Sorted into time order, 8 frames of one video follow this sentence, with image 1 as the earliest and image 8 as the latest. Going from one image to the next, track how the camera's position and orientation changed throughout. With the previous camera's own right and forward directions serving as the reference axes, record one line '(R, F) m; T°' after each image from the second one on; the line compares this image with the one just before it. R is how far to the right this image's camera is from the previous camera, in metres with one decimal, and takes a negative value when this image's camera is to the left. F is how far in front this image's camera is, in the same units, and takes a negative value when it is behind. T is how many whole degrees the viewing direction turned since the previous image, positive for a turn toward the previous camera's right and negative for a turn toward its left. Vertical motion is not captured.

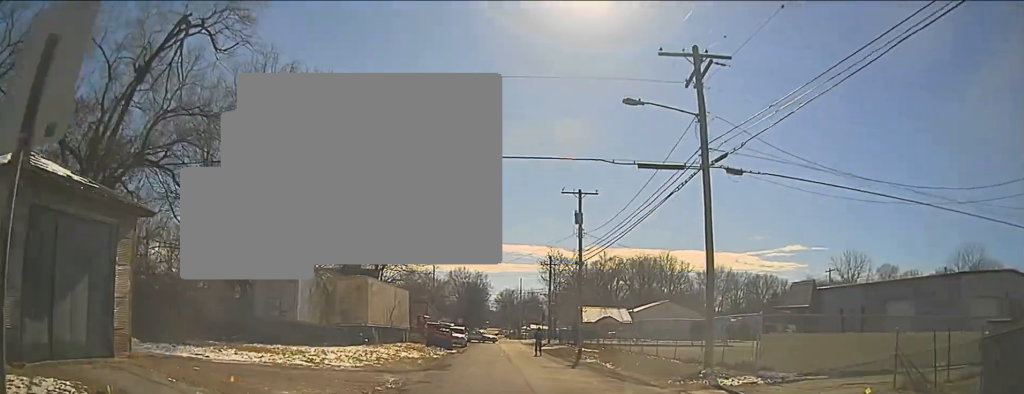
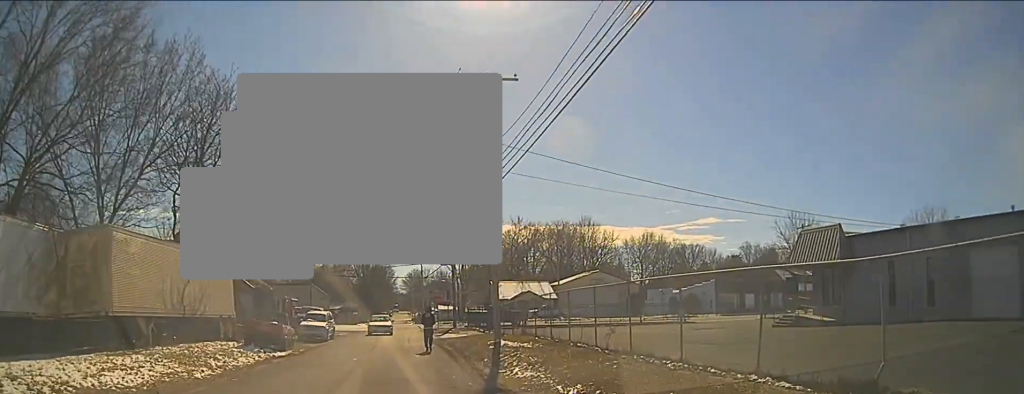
(+1.0, +16.7) m; +6°
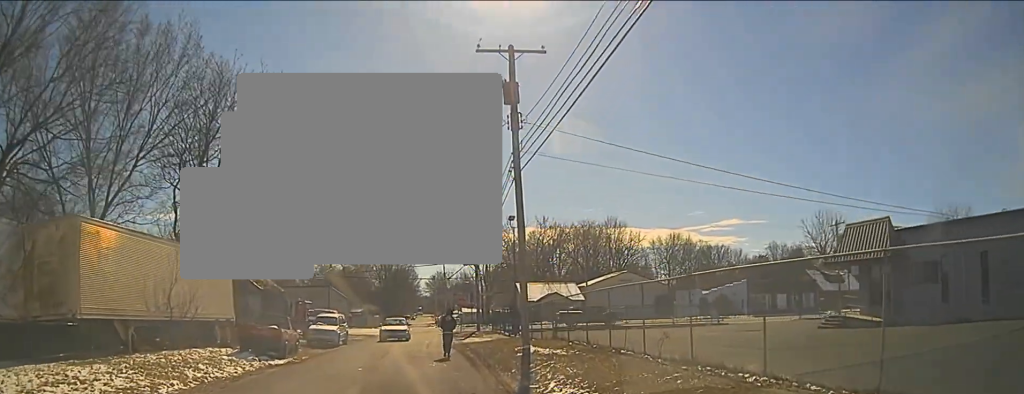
(+0.2, +3.5) m; +2°
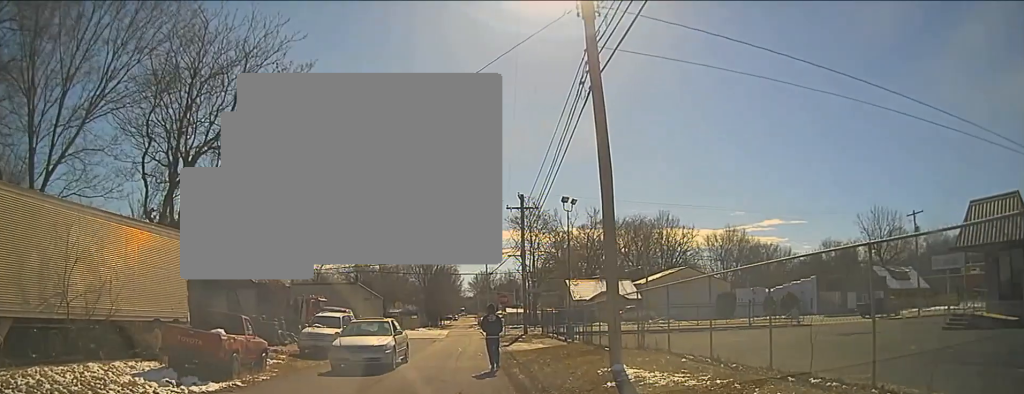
(+0.4, +11.1) m; +3°
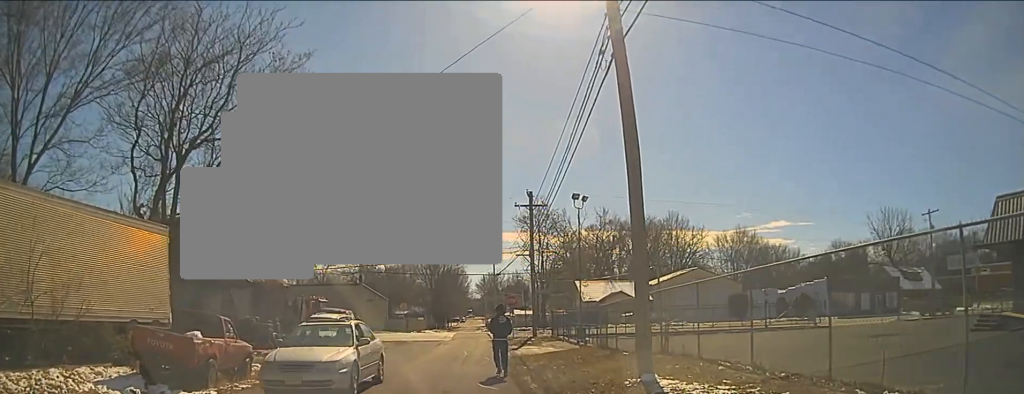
(0.0, +2.6) m; 0°
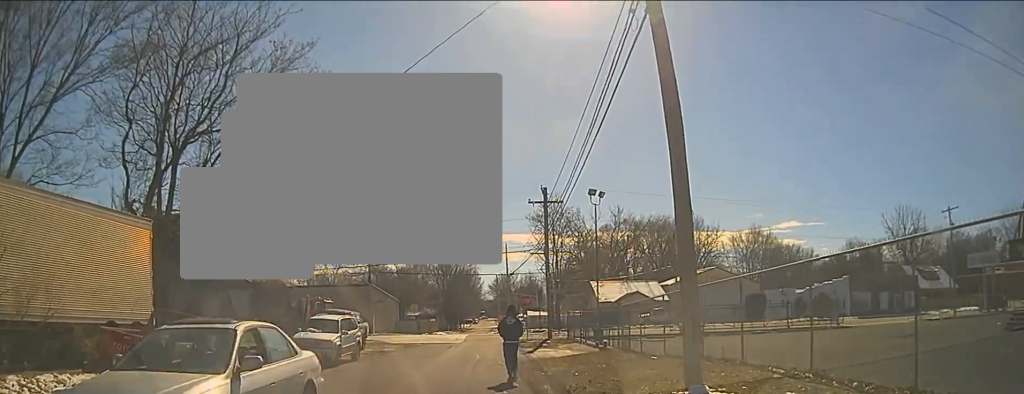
(0.0, +2.6) m; 0°
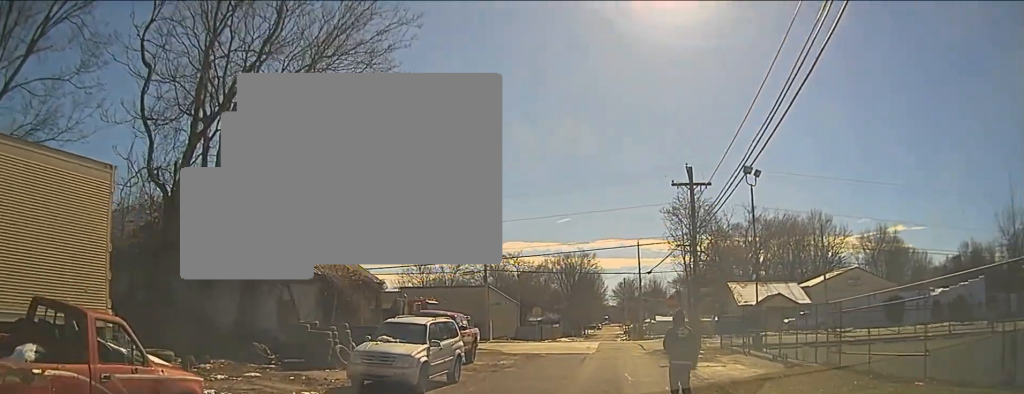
(-0.6, +9.5) m; -7°
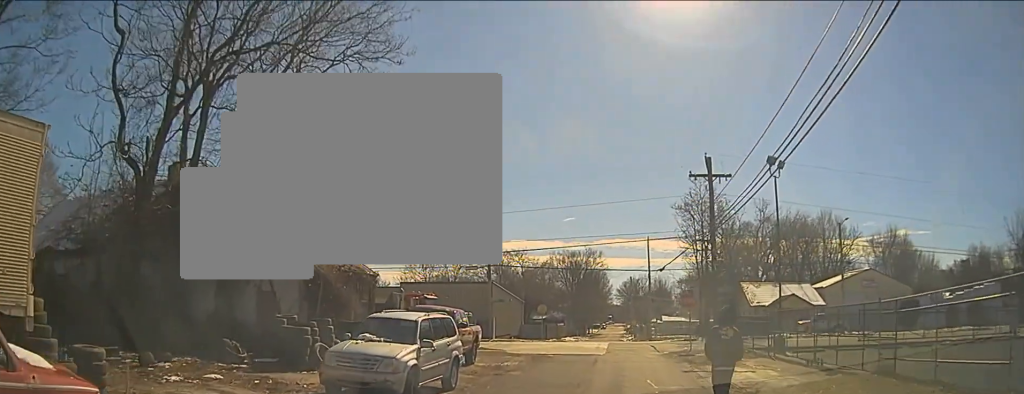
(0.0, +2.6) m; 0°
